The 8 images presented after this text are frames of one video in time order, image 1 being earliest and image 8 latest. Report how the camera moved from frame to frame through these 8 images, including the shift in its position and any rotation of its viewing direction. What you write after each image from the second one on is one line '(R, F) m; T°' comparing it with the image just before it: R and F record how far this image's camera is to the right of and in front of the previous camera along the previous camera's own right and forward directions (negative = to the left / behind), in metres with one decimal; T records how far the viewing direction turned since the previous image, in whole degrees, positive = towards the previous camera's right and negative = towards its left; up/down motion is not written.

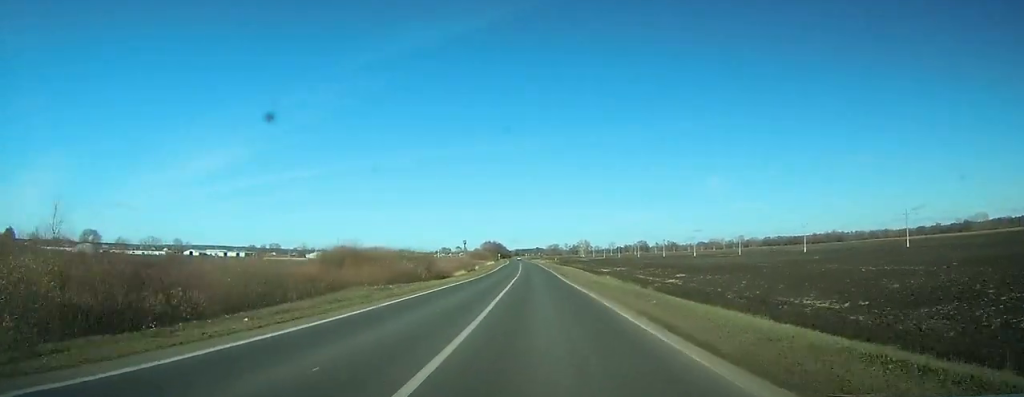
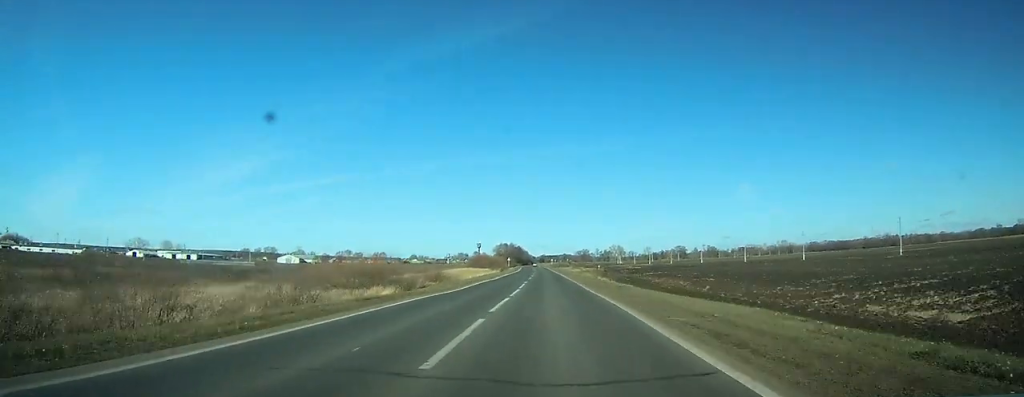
(-5.3, +93.6) m; -5°
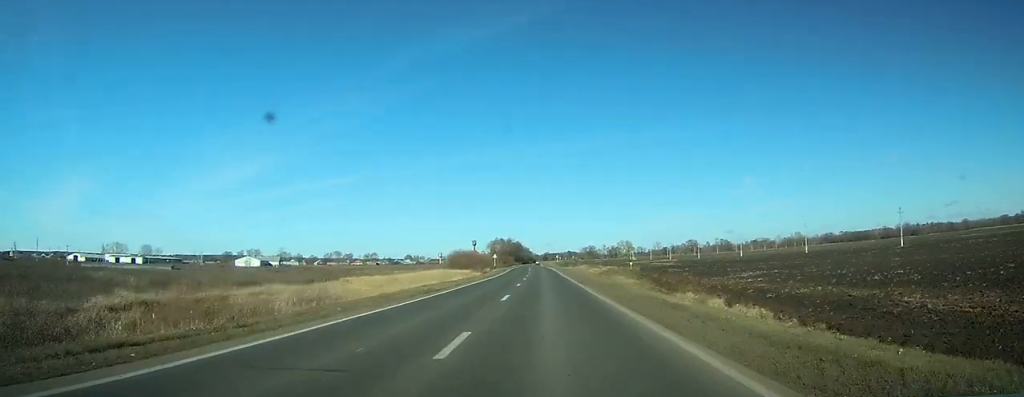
(-0.6, +55.8) m; -1°
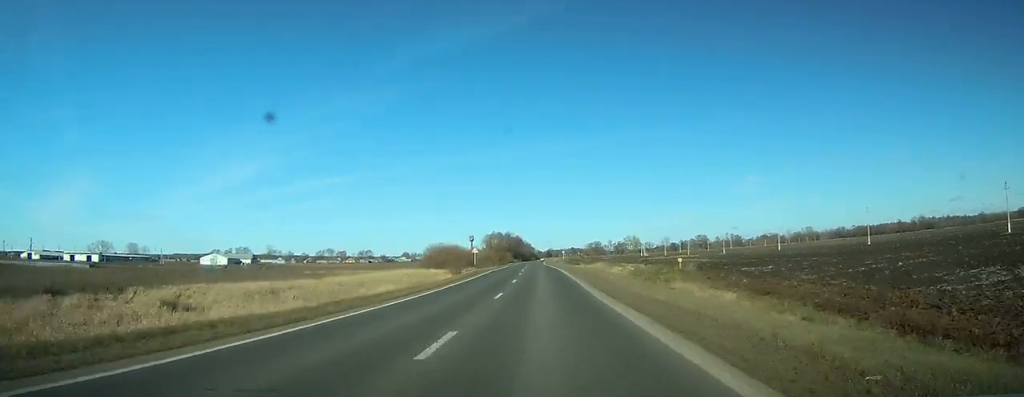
(-0.1, +34.3) m; 0°
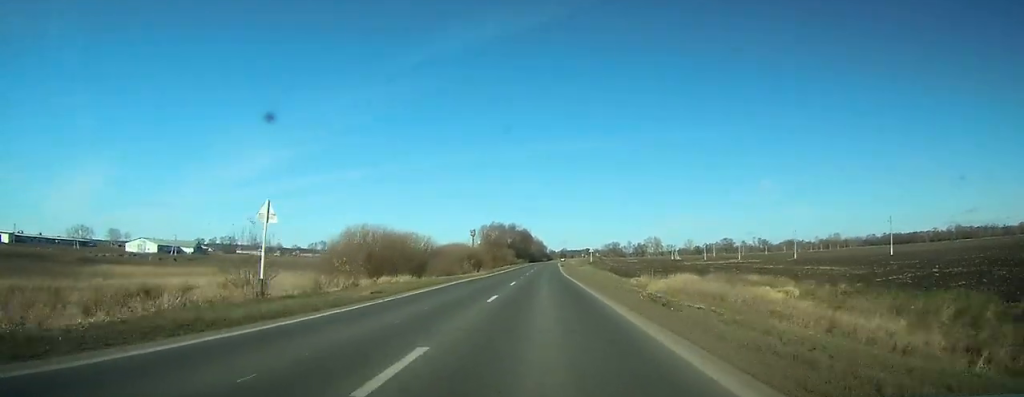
(-0.3, +56.8) m; -1°
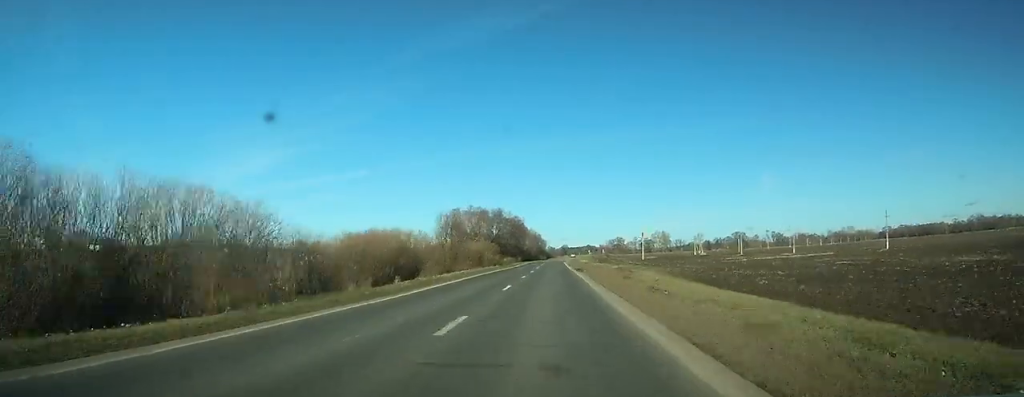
(-0.2, +52.7) m; 0°
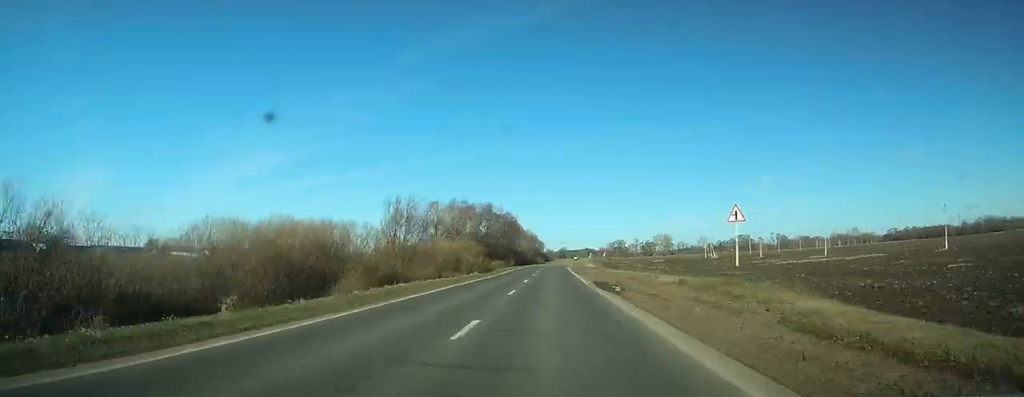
(+0.1, +23.4) m; 0°
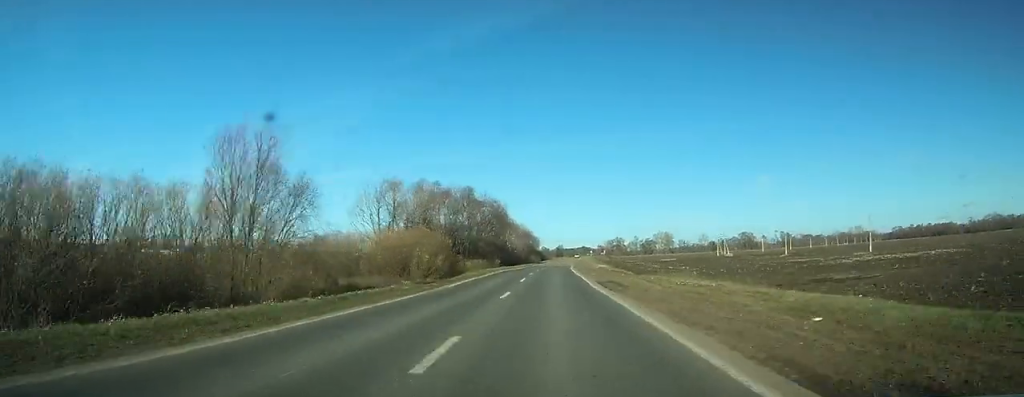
(+0.1, +26.9) m; 0°
